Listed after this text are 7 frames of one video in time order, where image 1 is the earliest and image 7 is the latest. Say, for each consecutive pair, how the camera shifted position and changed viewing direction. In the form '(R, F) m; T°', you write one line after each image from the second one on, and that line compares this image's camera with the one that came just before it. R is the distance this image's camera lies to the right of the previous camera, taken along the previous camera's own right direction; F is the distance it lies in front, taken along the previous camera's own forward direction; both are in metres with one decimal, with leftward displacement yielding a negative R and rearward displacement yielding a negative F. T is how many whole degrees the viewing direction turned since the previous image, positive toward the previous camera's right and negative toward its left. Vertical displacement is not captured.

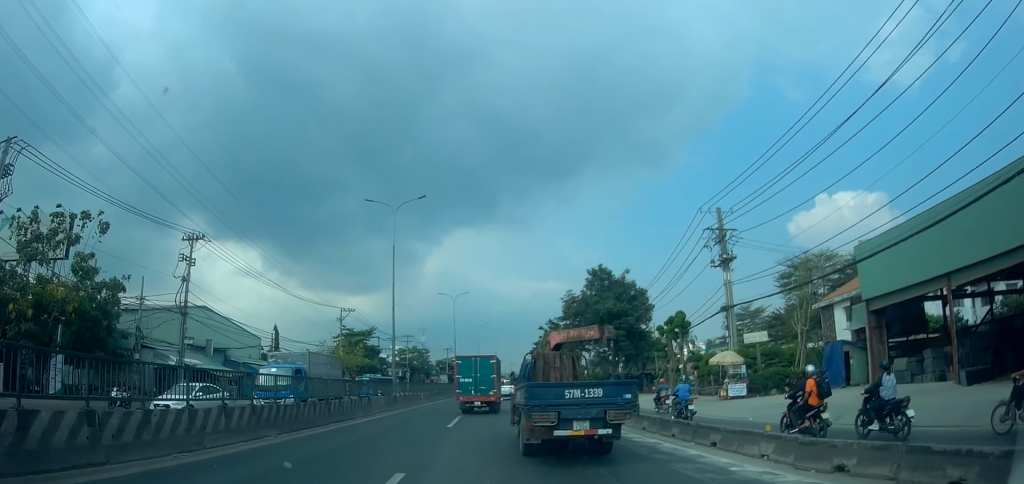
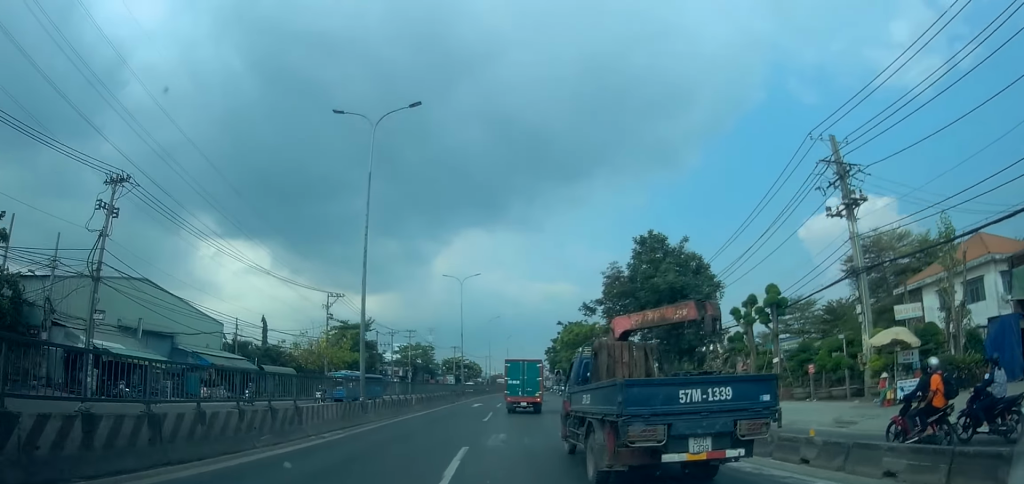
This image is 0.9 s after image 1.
(+0.7, +11.7) m; -1°
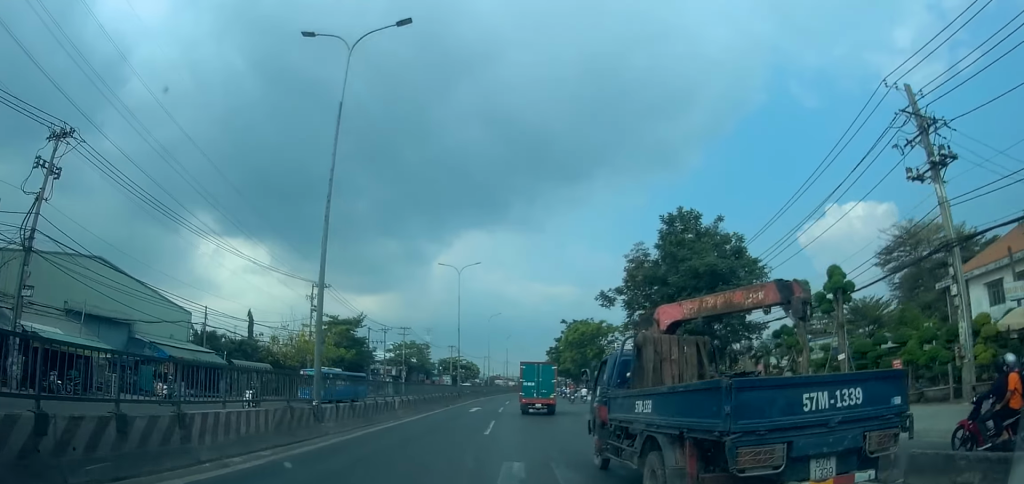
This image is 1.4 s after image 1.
(-0.4, +5.8) m; 0°
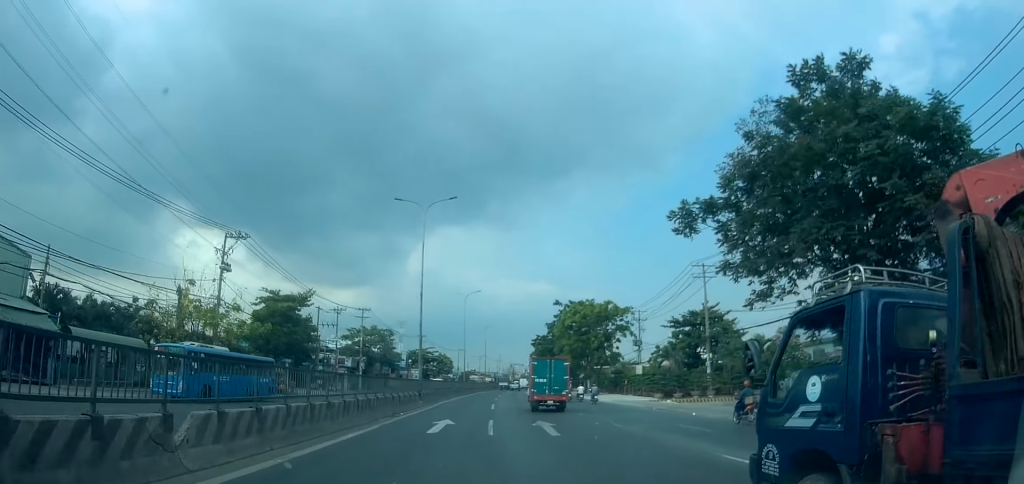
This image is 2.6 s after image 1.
(0.0, +16.5) m; +2°
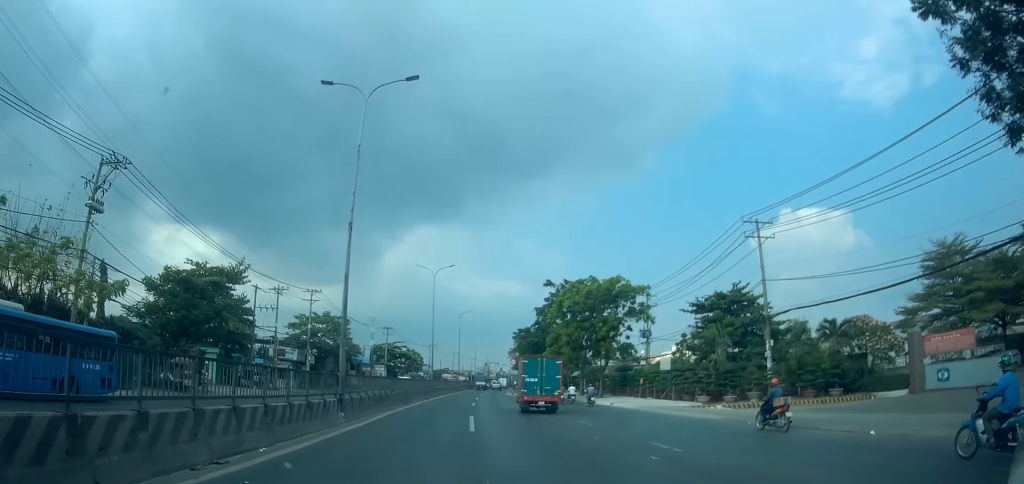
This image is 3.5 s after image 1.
(+0.2, +13.8) m; +3°
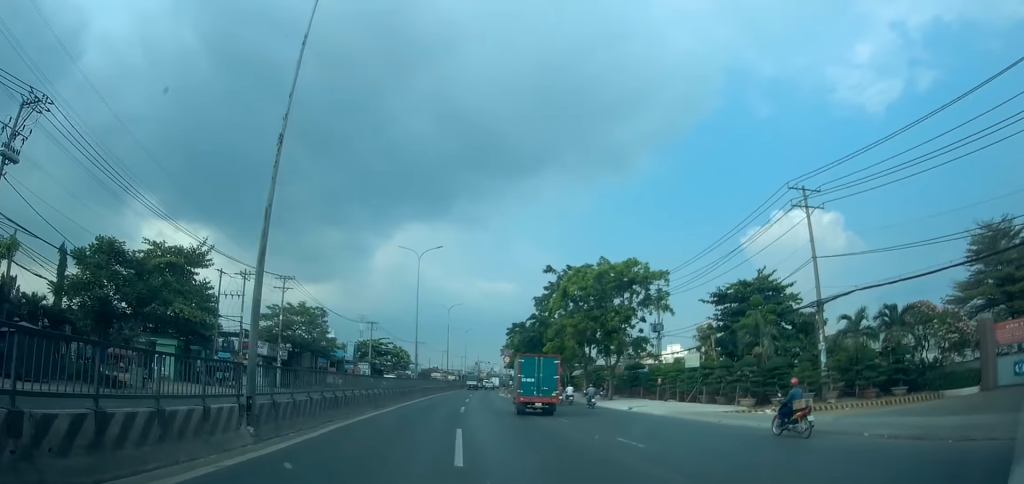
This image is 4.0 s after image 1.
(-0.1, +6.7) m; +1°
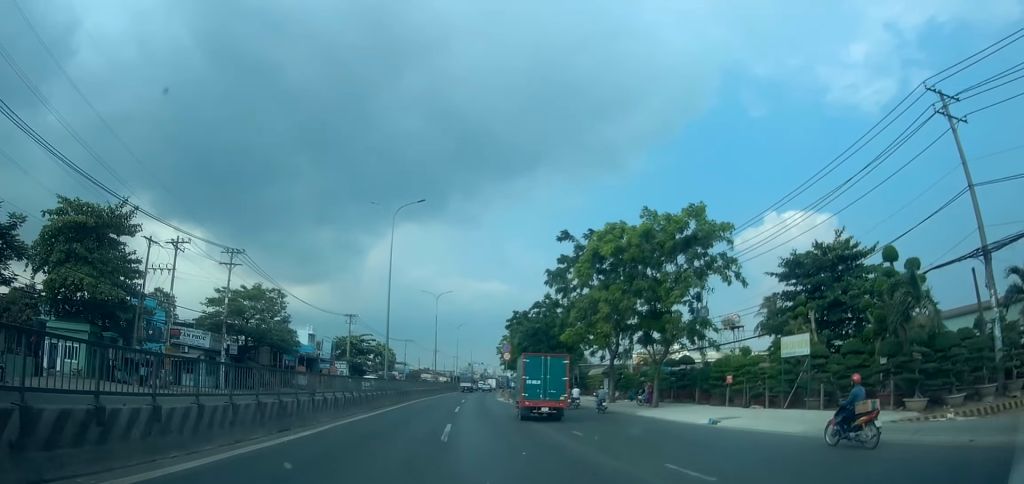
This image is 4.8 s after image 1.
(+0.7, +12.0) m; 0°
